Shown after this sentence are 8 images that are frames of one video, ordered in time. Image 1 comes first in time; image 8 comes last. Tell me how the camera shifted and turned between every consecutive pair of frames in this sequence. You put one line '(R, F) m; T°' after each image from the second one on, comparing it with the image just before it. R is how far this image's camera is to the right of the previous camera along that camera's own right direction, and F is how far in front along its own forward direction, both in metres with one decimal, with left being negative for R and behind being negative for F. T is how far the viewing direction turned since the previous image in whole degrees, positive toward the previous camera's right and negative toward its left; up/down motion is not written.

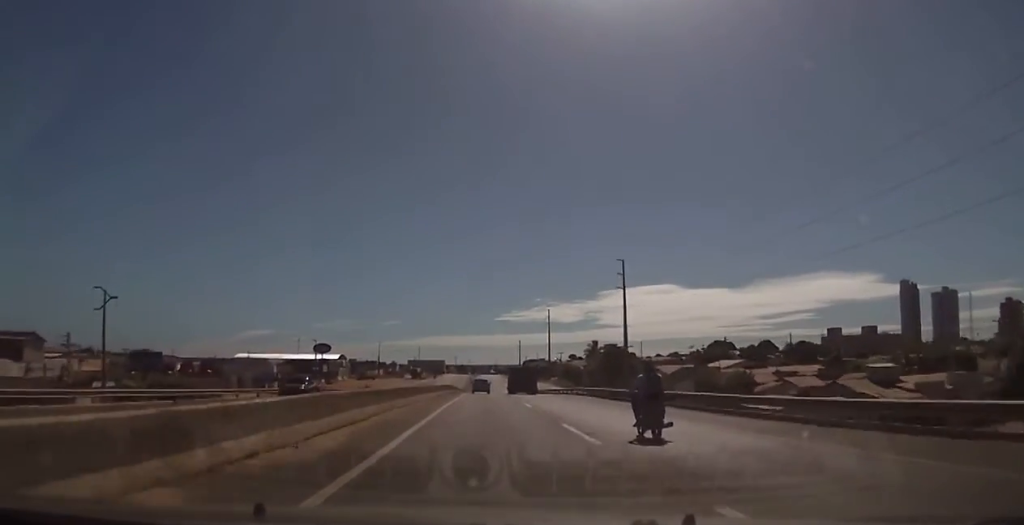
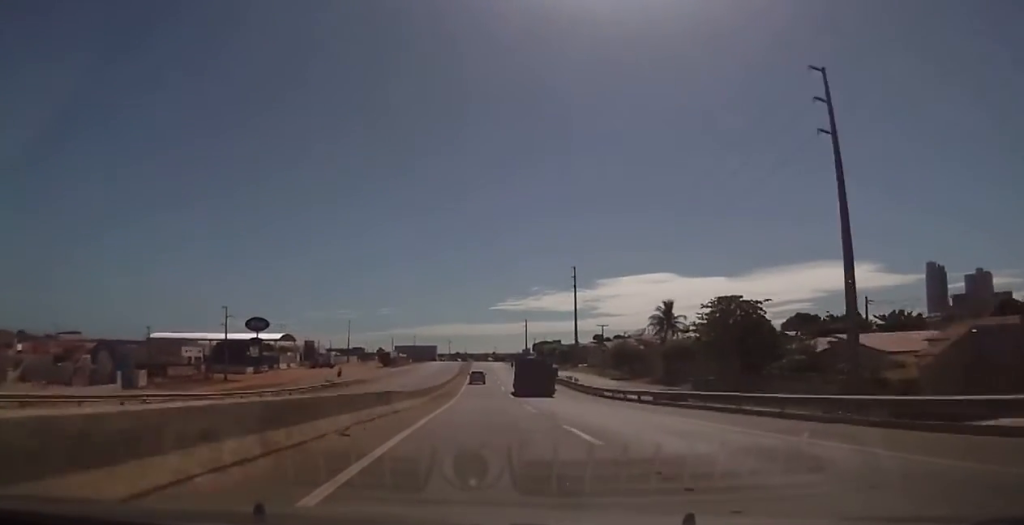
(-1.1, +61.5) m; -2°
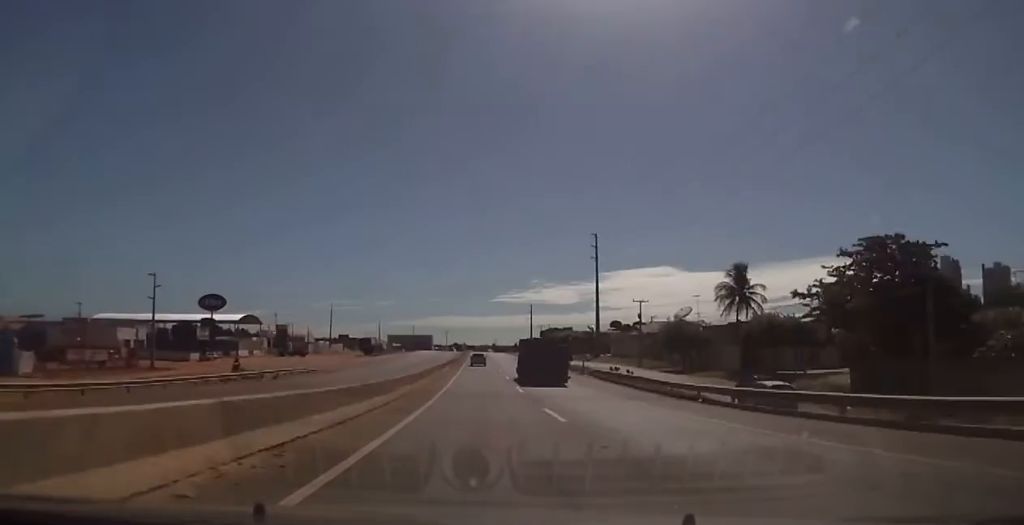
(+0.3, +24.6) m; +1°
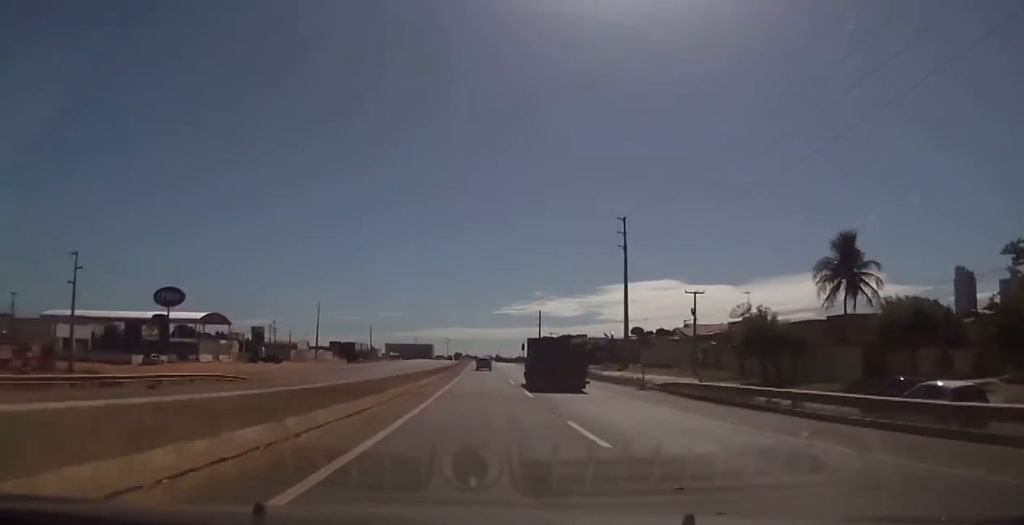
(+0.1, +16.9) m; 0°
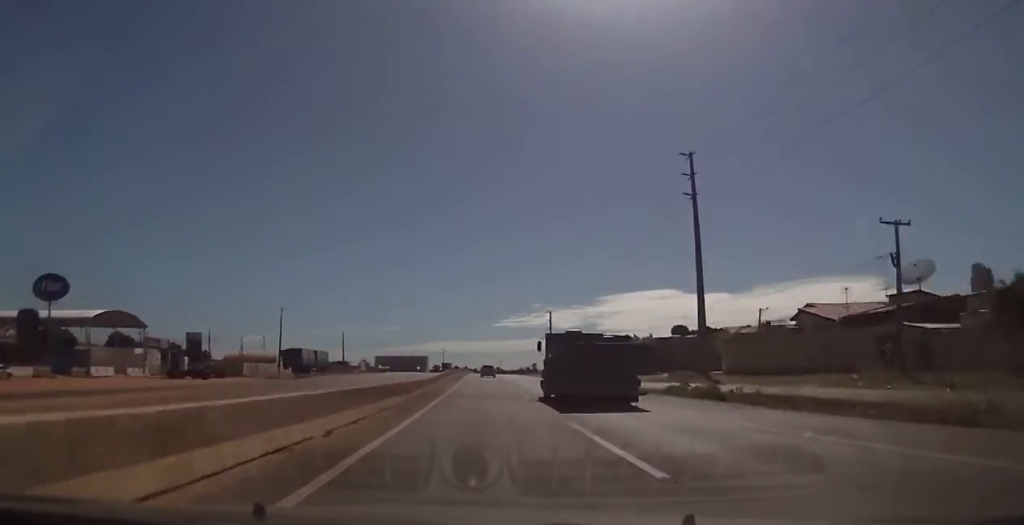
(0.0, +28.0) m; 0°
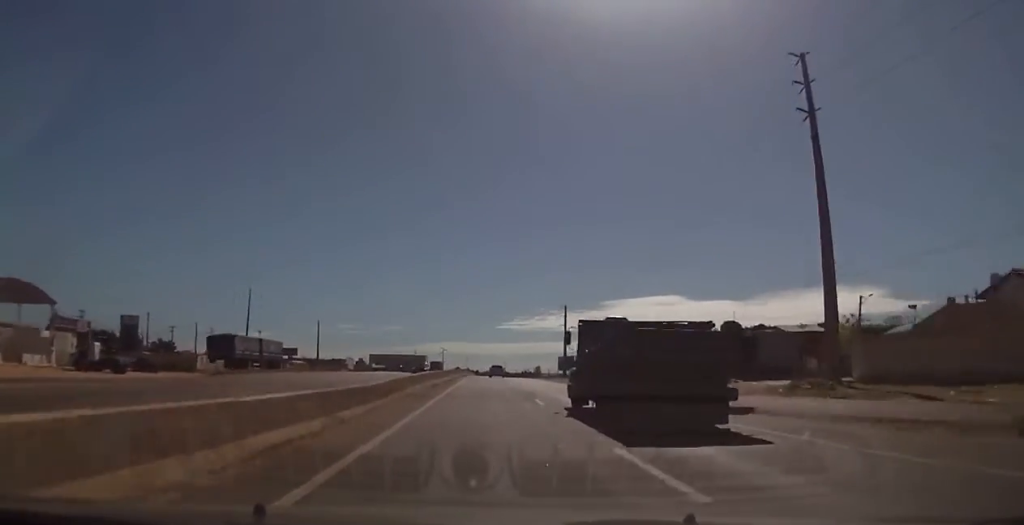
(0.0, +21.8) m; -1°
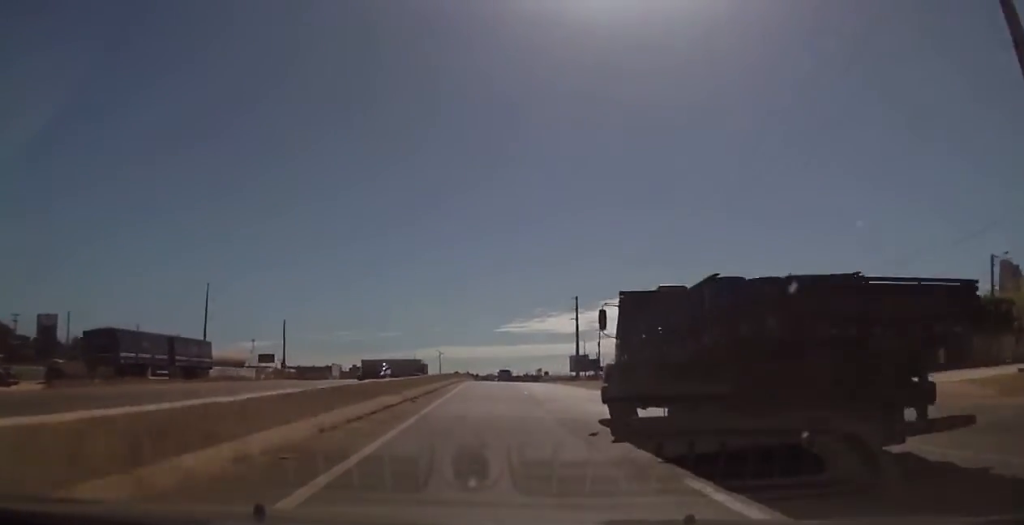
(-0.1, +19.6) m; 0°
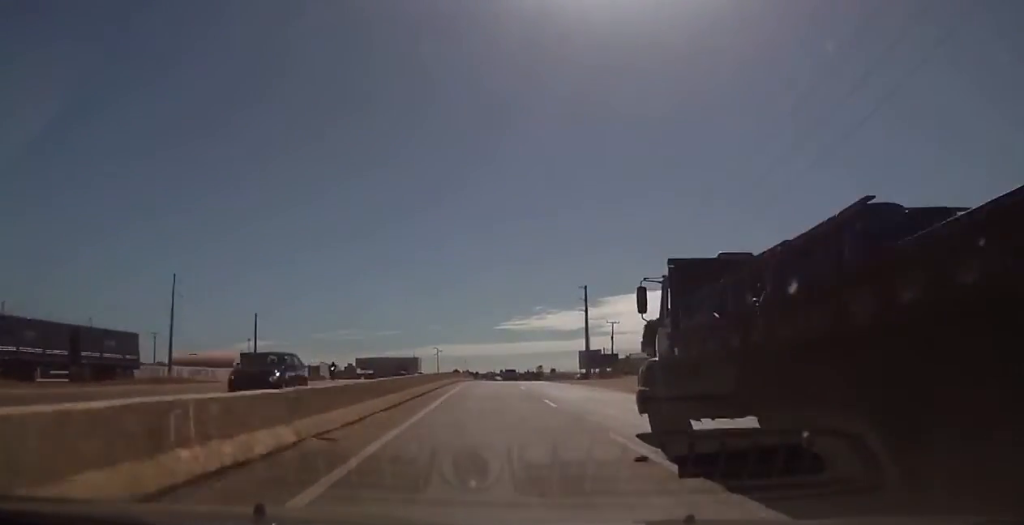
(0.0, +12.6) m; 0°
